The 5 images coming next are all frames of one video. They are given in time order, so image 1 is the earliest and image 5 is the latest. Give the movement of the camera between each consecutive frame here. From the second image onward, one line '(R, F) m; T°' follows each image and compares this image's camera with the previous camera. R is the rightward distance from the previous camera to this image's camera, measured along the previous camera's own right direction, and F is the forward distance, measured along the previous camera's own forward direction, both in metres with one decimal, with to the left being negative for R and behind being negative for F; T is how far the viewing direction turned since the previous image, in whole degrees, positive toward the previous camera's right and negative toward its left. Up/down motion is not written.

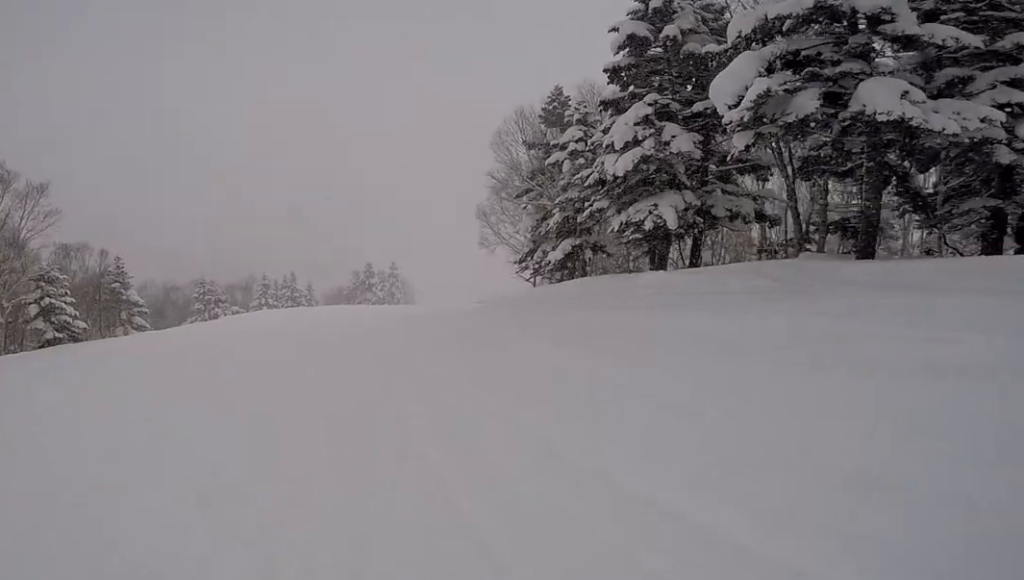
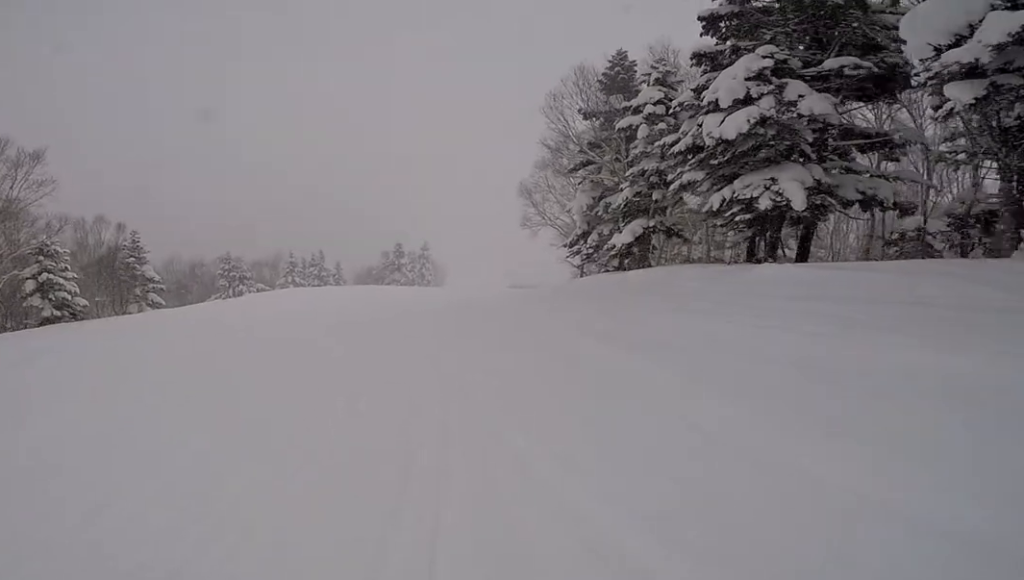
(+0.1, +2.9) m; +6°
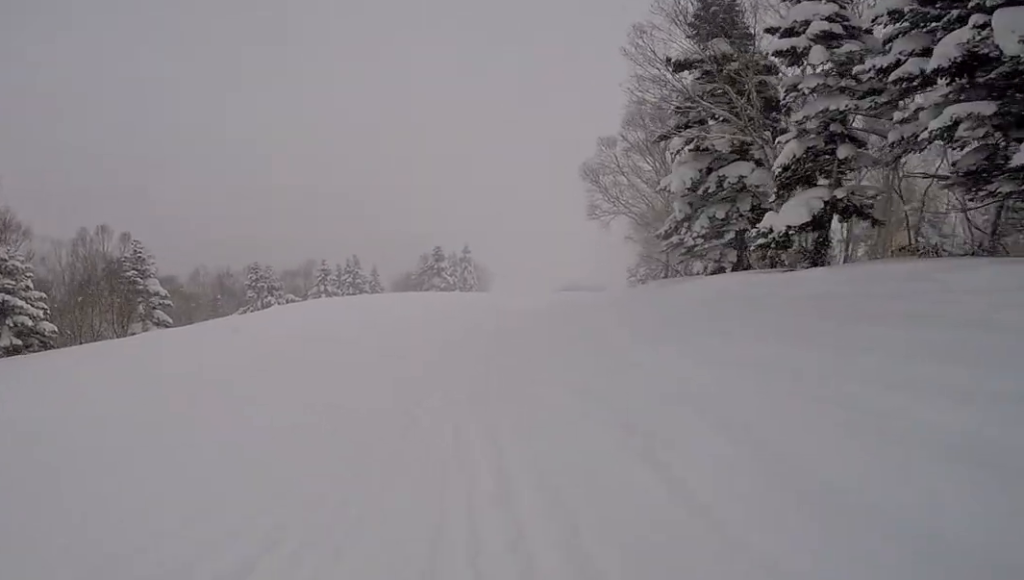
(+0.7, +5.5) m; +3°
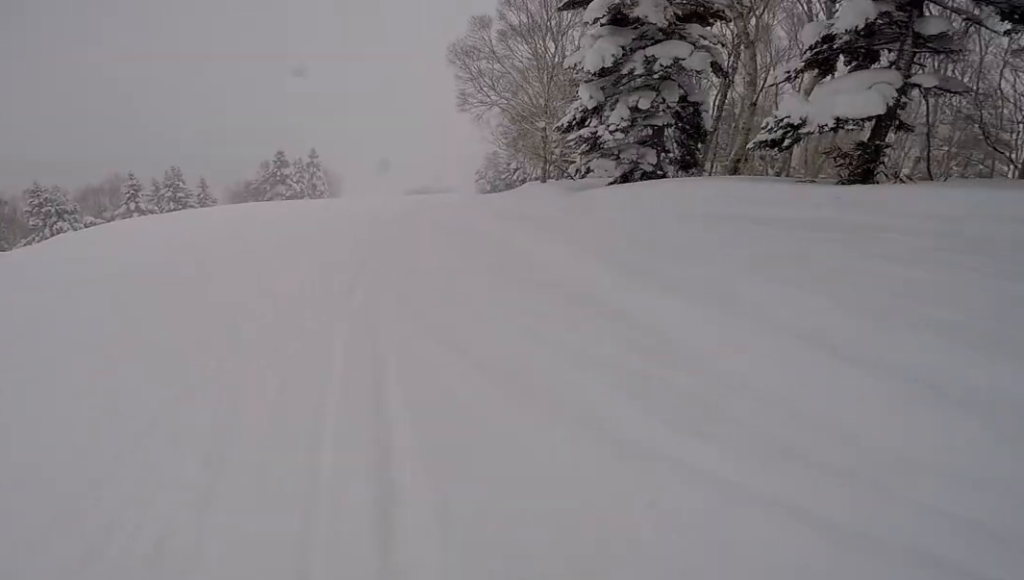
(-0.1, +4.5) m; +5°
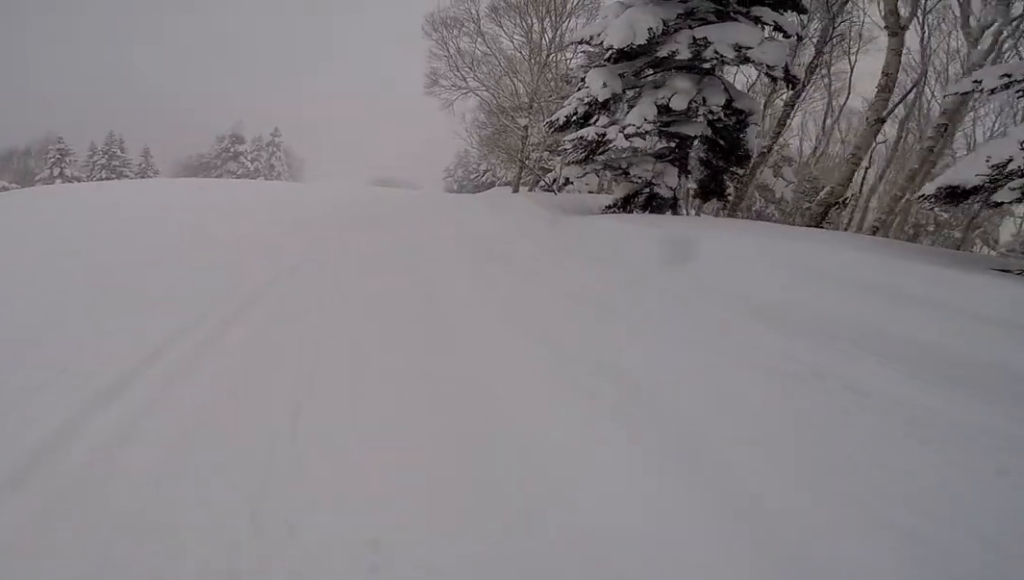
(+0.3, +3.6) m; +7°
